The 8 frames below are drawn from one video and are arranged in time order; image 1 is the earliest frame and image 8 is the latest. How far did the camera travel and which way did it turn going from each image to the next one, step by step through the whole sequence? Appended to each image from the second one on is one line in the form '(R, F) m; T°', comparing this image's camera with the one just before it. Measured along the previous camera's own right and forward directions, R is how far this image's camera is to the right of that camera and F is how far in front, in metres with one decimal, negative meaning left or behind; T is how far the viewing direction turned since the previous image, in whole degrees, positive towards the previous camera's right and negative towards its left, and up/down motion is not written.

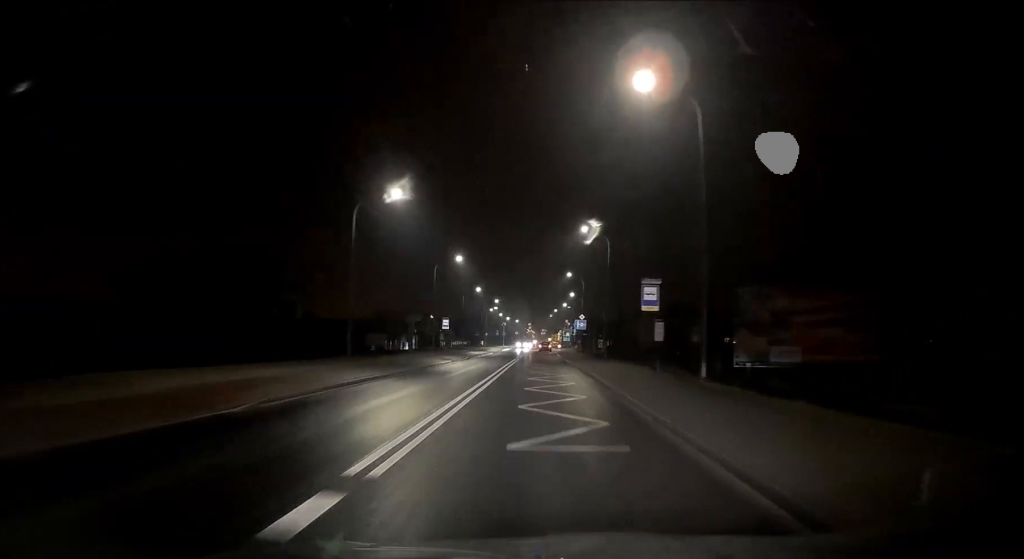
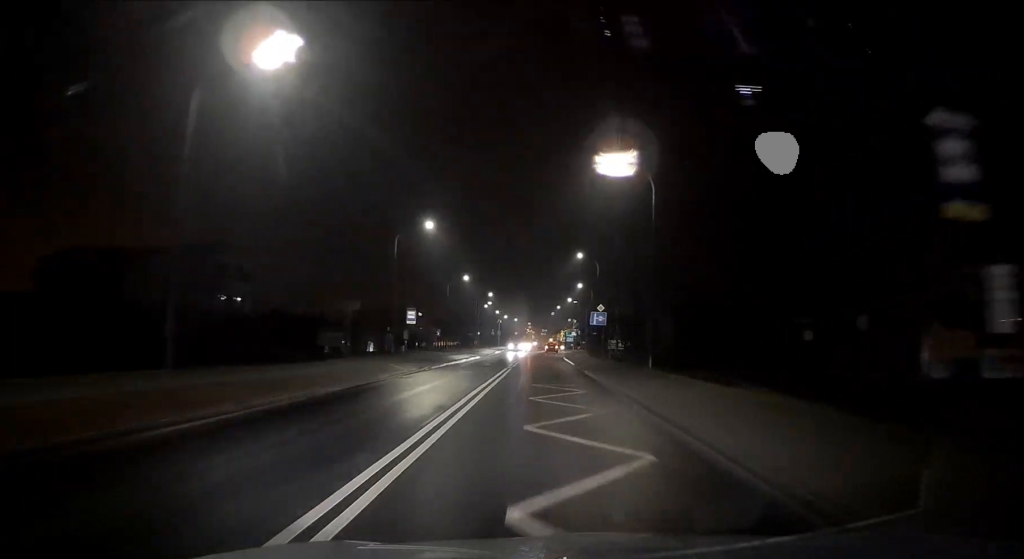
(+0.1, +17.9) m; 0°
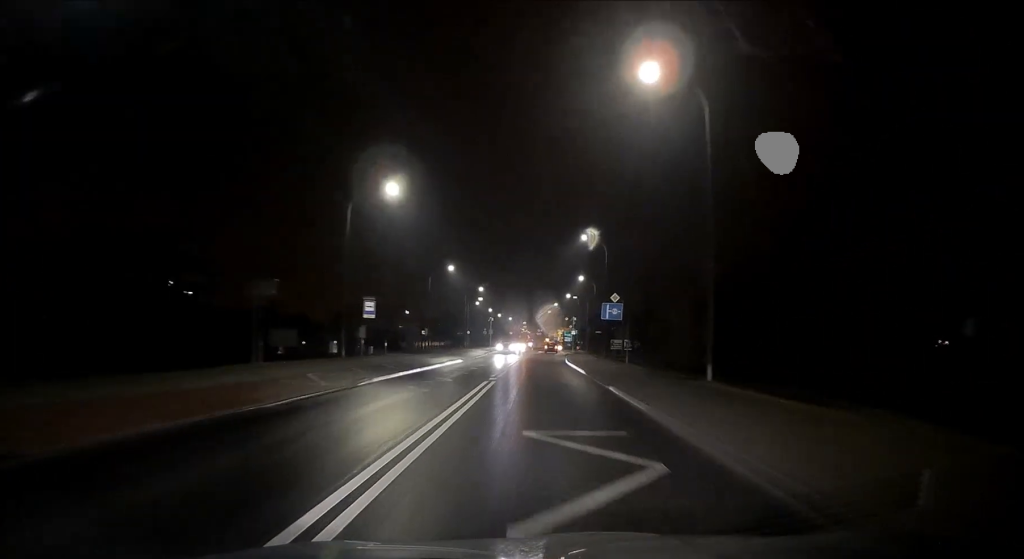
(0.0, +10.6) m; 0°
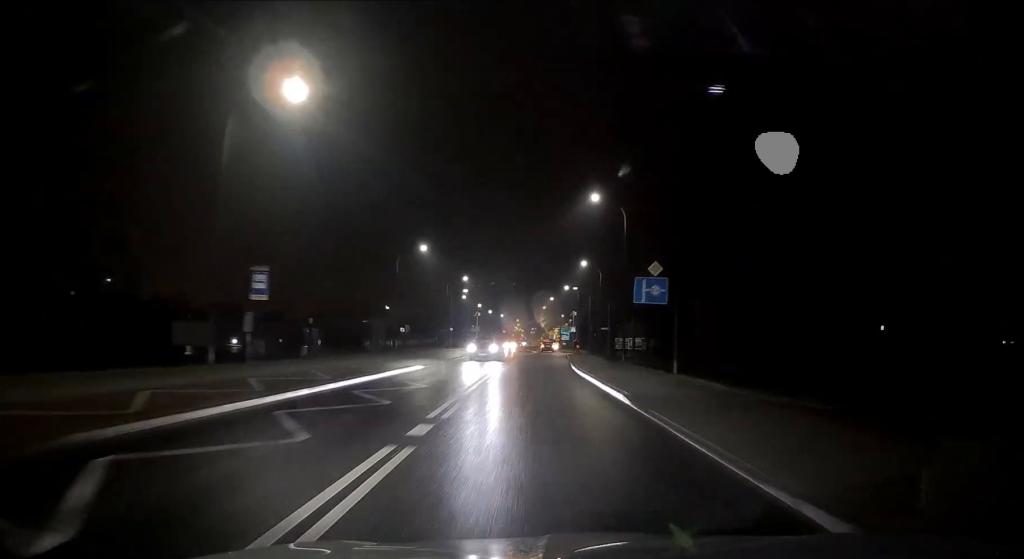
(0.0, +13.9) m; 0°
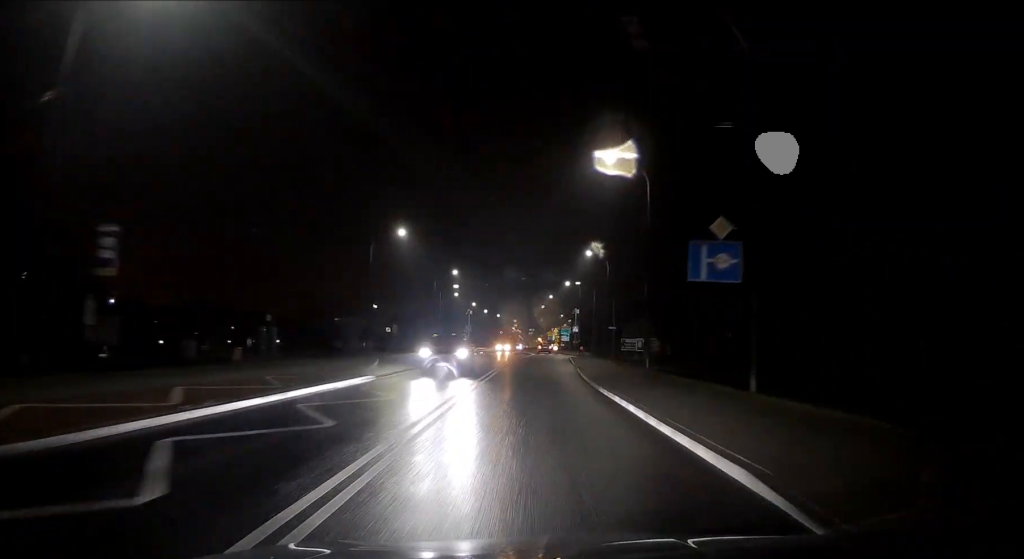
(0.0, +8.6) m; +1°
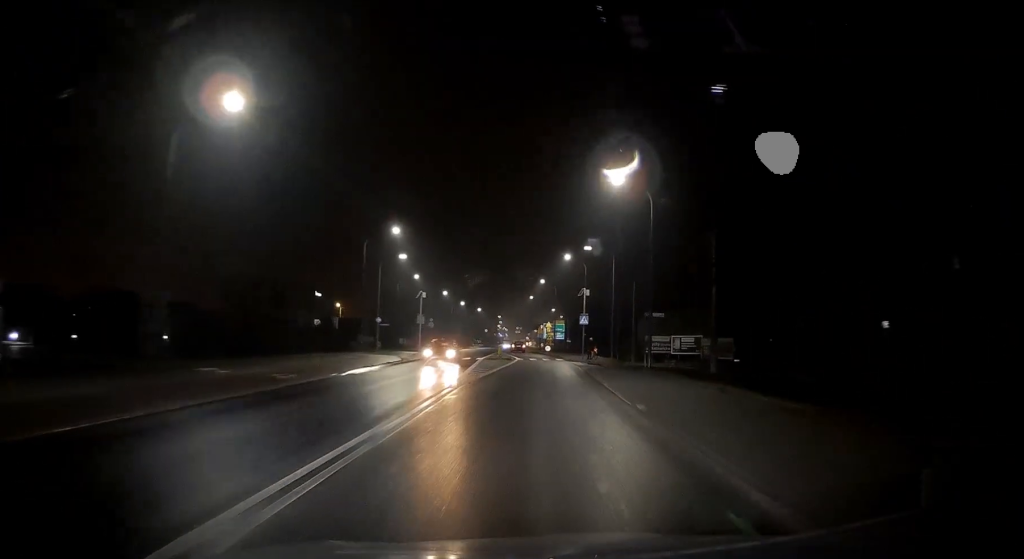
(+0.5, +27.1) m; +1°
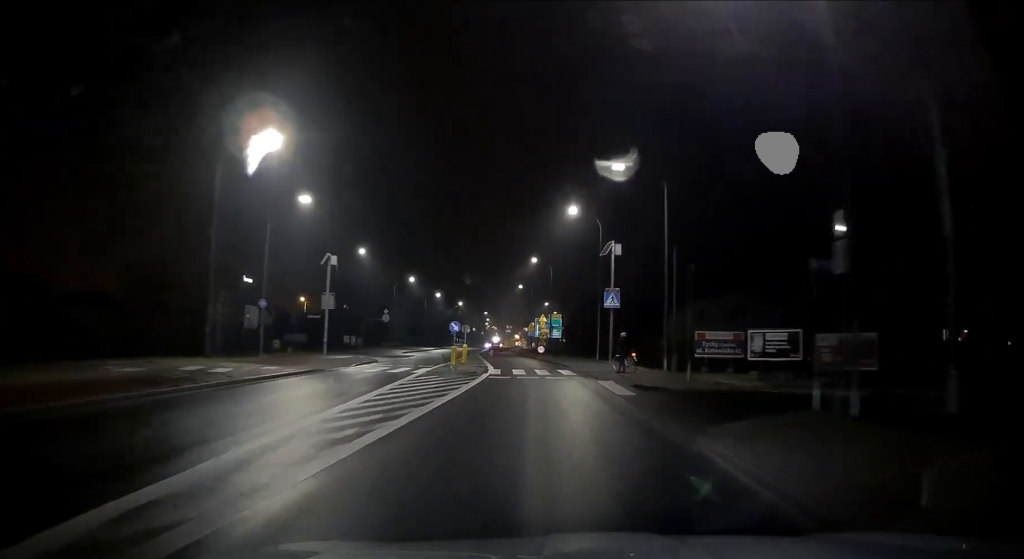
(0.0, +22.4) m; +1°
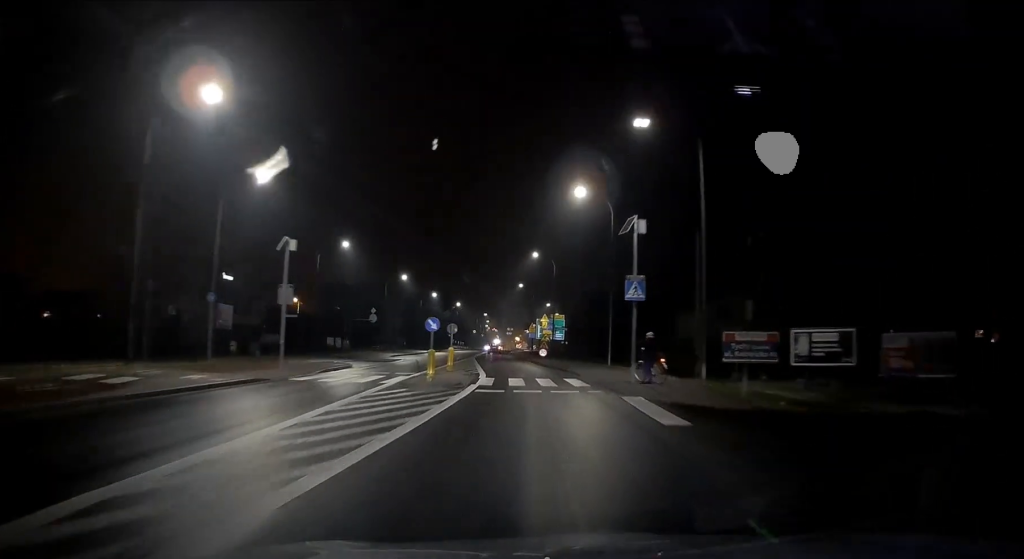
(0.0, +5.7) m; 0°
